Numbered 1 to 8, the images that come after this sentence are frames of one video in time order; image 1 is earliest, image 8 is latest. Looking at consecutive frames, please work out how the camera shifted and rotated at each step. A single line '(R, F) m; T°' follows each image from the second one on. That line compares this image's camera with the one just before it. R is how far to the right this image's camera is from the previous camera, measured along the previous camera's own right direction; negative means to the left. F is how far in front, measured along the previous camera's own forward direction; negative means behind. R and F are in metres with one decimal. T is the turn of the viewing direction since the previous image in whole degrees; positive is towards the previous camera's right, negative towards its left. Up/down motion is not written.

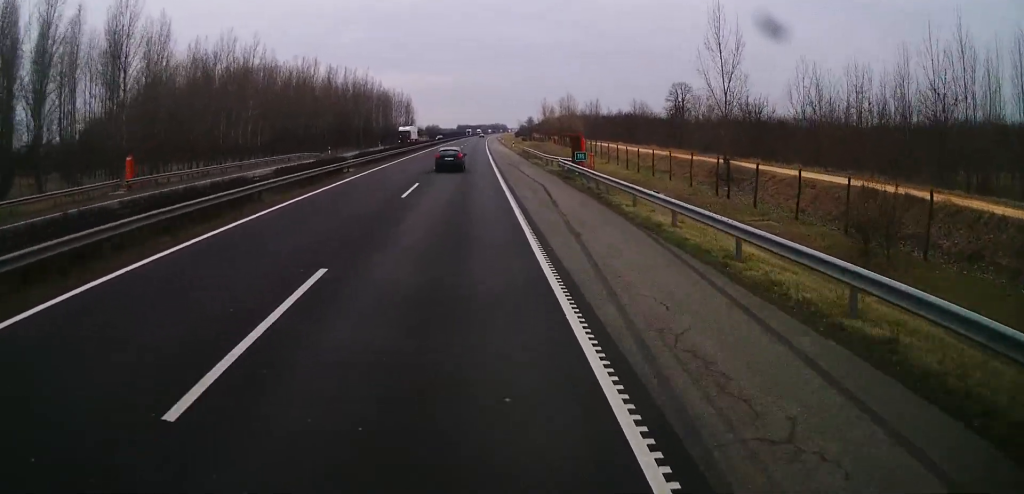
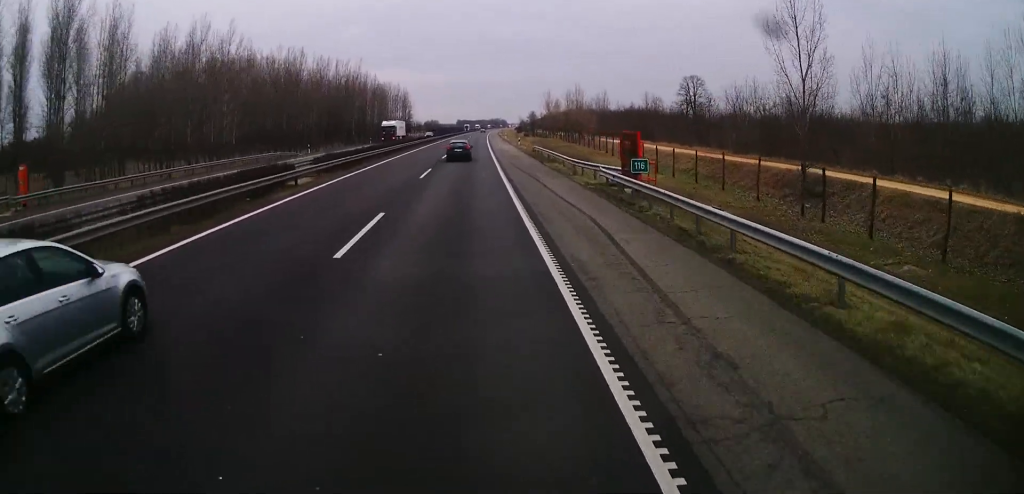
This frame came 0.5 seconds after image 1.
(+0.2, +11.6) m; 0°
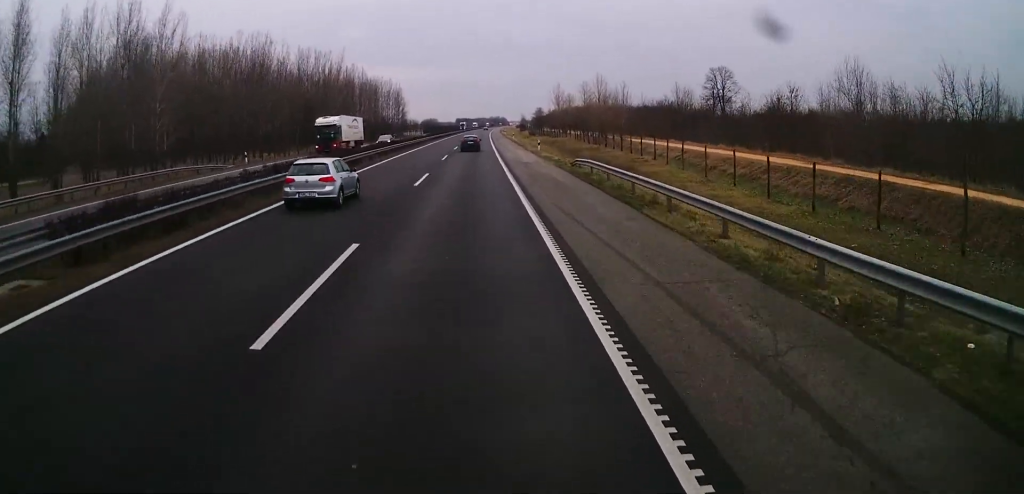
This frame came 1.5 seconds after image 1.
(0.0, +23.2) m; 0°
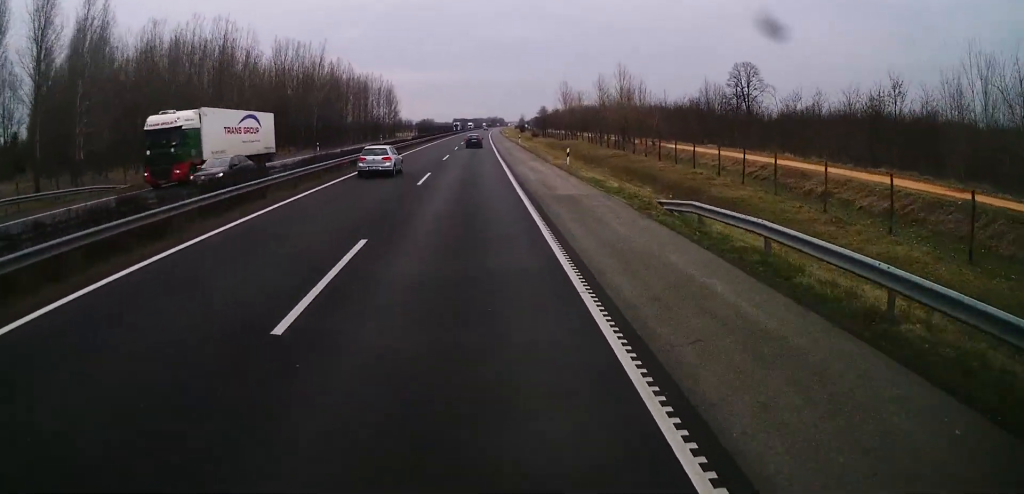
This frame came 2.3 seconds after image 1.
(-0.1, +17.8) m; 0°
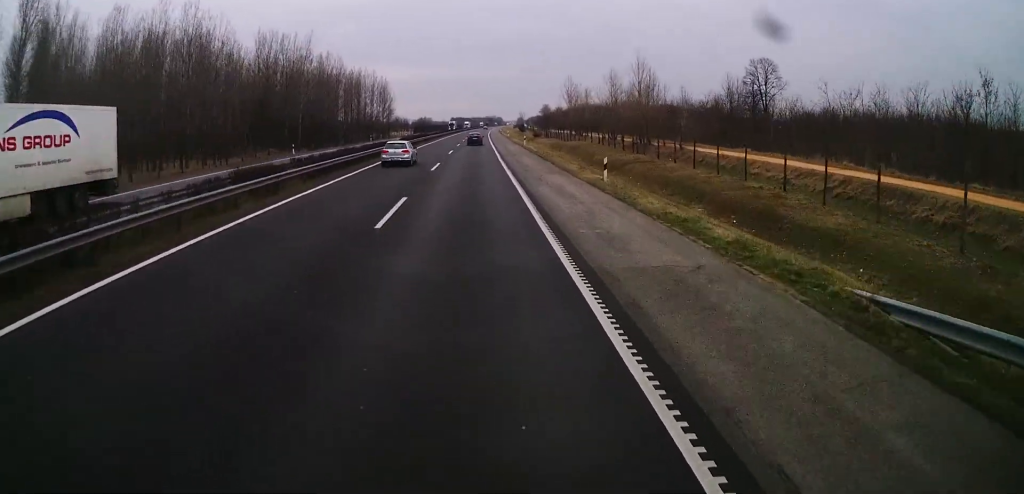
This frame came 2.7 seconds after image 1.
(+0.2, +10.8) m; 0°
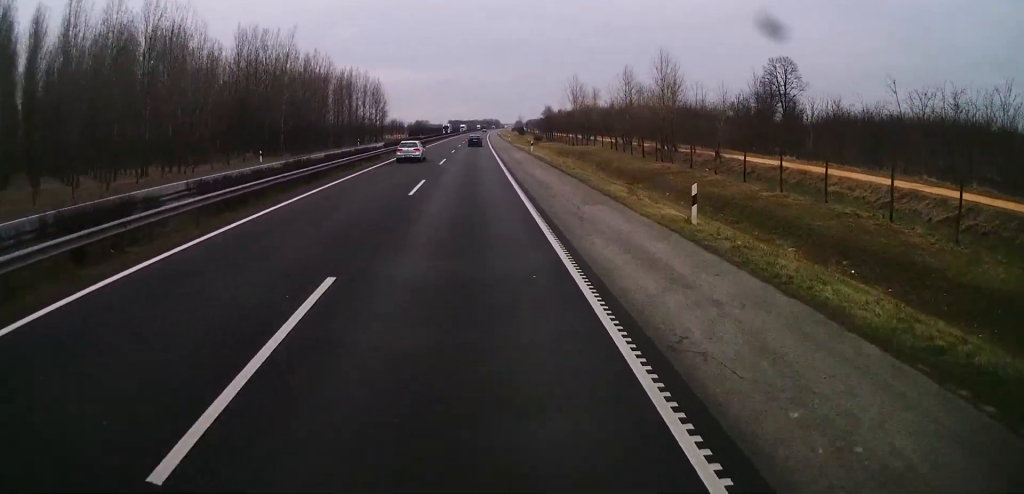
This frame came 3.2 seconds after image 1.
(0.0, +10.8) m; 0°
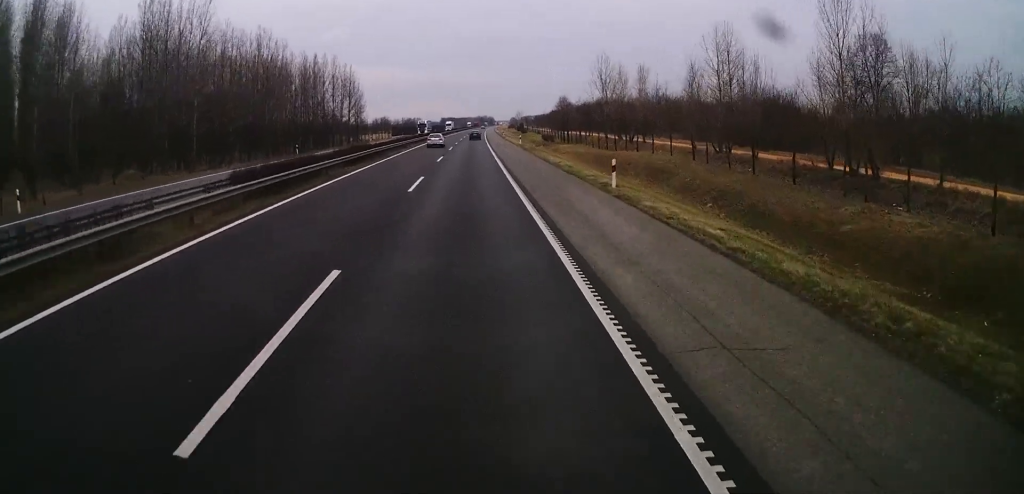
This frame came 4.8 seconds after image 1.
(0.0, +36.3) m; +1°
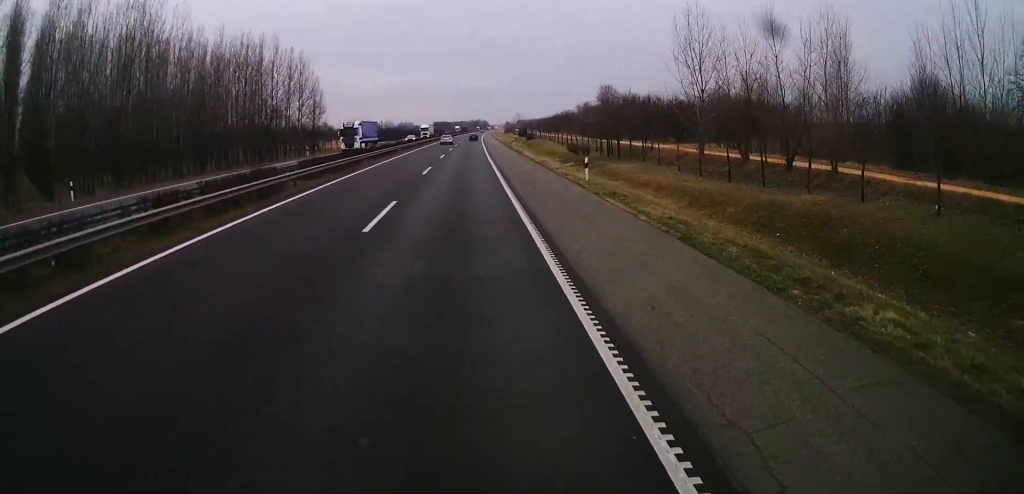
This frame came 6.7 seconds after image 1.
(+0.7, +45.0) m; +1°
